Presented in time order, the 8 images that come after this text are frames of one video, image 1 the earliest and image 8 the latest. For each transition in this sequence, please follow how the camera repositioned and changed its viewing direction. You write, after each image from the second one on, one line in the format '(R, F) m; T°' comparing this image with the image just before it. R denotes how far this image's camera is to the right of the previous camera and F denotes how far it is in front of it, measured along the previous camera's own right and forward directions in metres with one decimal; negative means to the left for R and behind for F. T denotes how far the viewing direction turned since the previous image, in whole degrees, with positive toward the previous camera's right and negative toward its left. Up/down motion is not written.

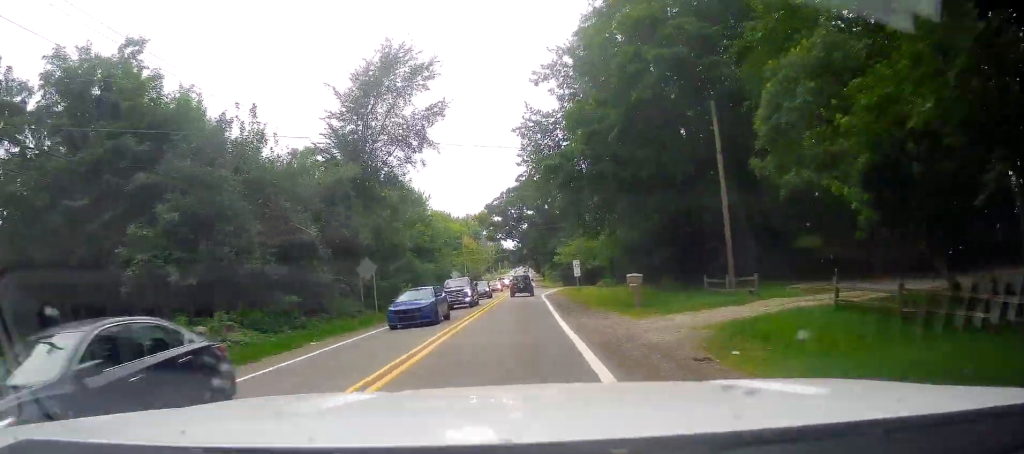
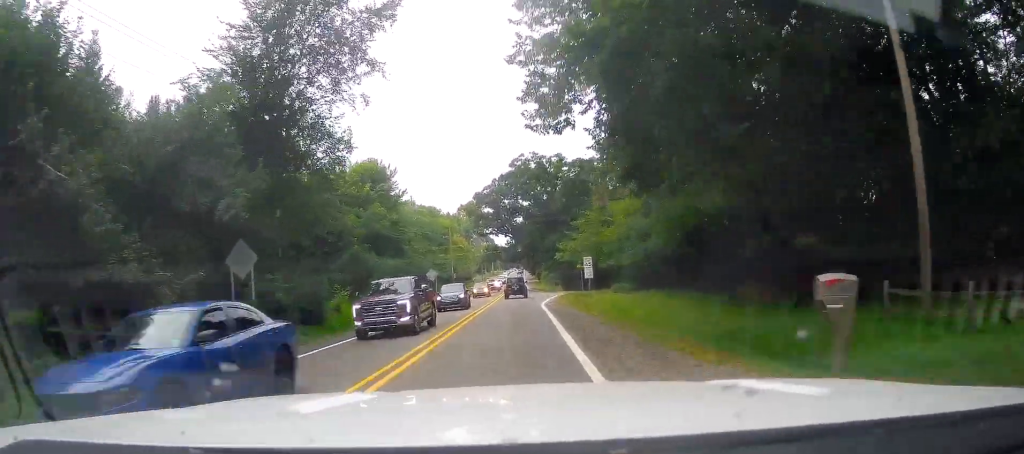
(-0.4, +13.9) m; 0°
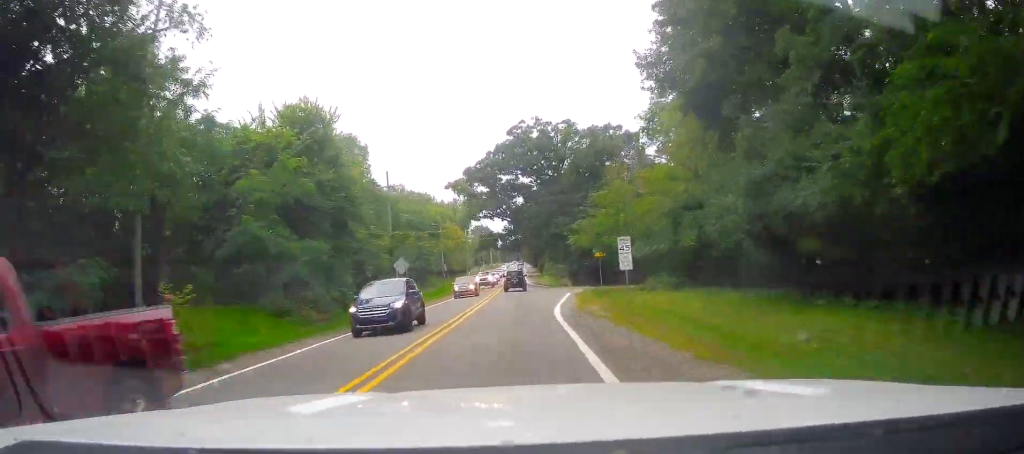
(+0.2, +14.6) m; +1°
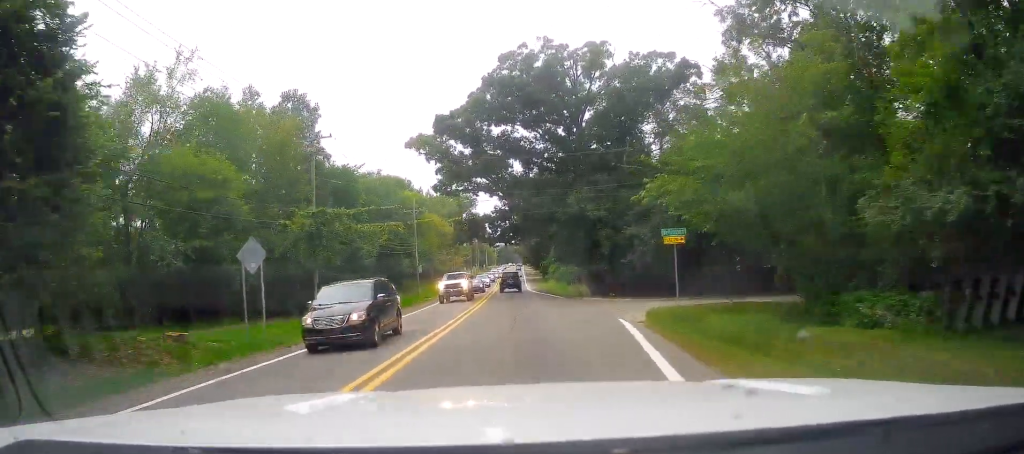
(+0.3, +24.1) m; +1°
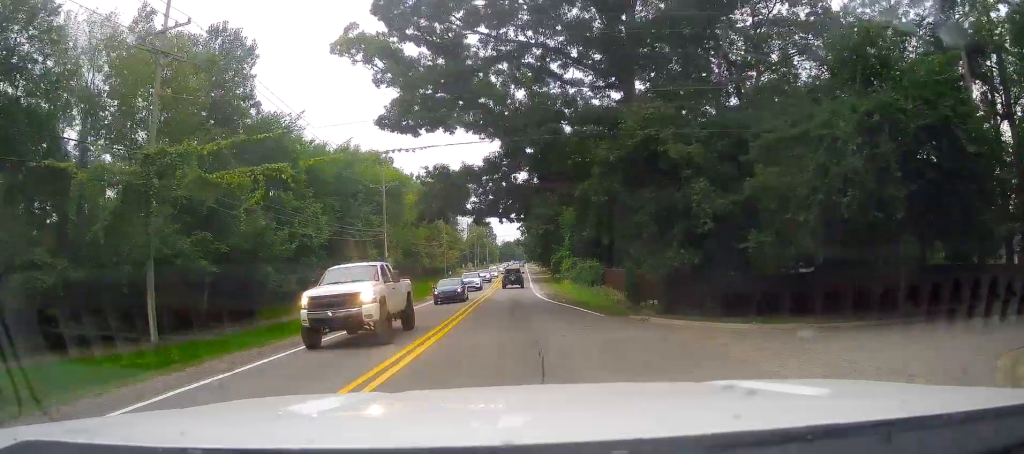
(0.0, +20.1) m; 0°
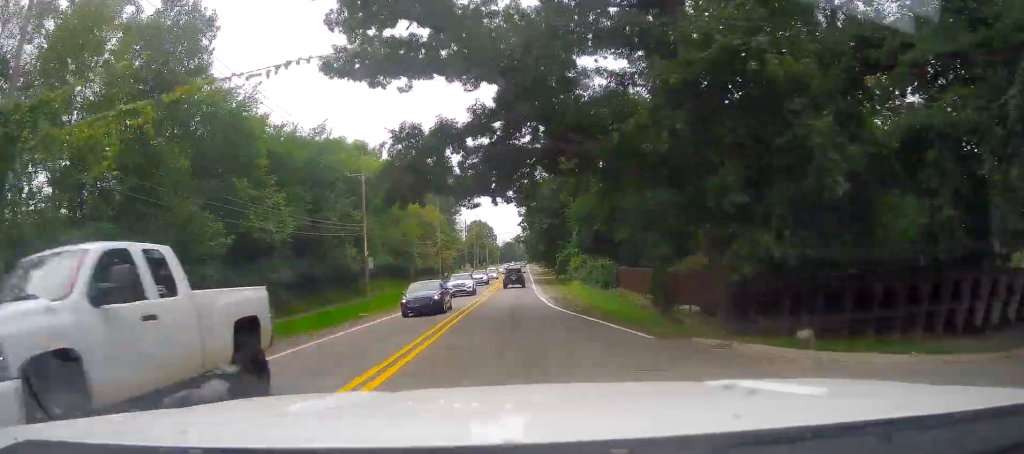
(0.0, +8.3) m; 0°
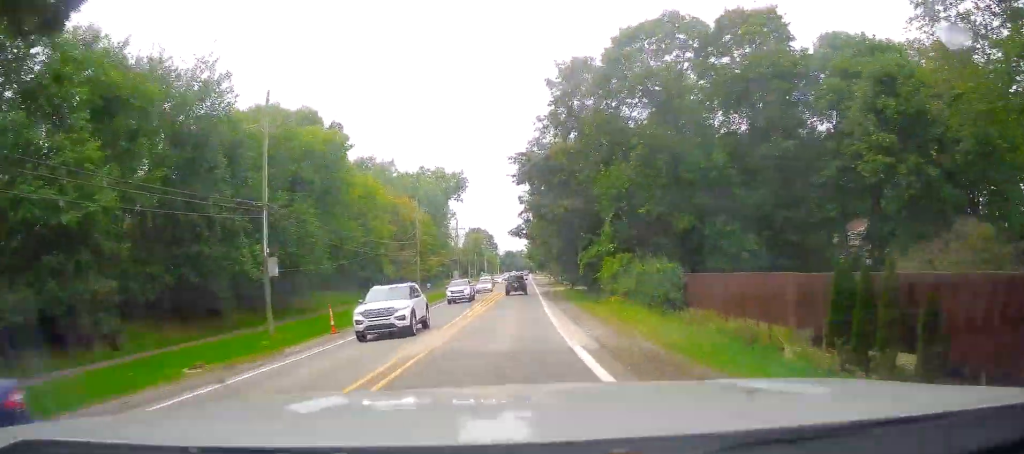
(0.0, +21.3) m; 0°
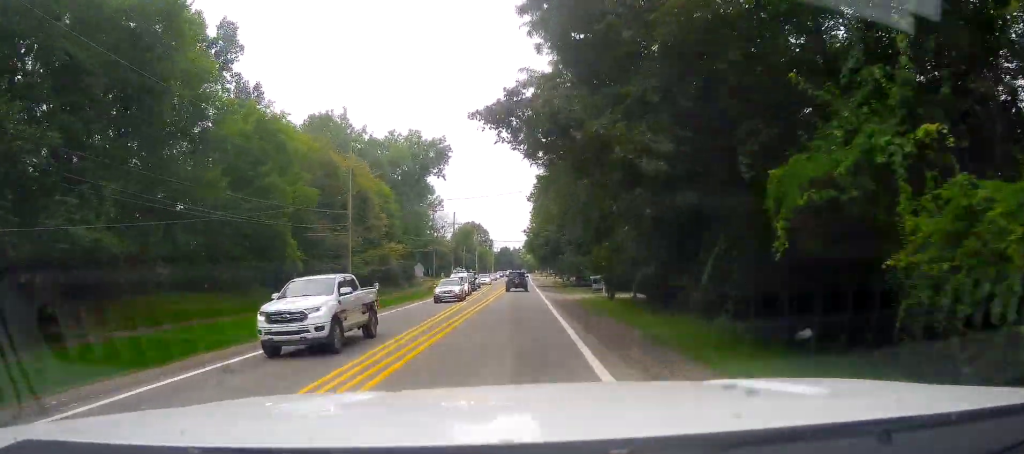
(0.0, +29.0) m; 0°
